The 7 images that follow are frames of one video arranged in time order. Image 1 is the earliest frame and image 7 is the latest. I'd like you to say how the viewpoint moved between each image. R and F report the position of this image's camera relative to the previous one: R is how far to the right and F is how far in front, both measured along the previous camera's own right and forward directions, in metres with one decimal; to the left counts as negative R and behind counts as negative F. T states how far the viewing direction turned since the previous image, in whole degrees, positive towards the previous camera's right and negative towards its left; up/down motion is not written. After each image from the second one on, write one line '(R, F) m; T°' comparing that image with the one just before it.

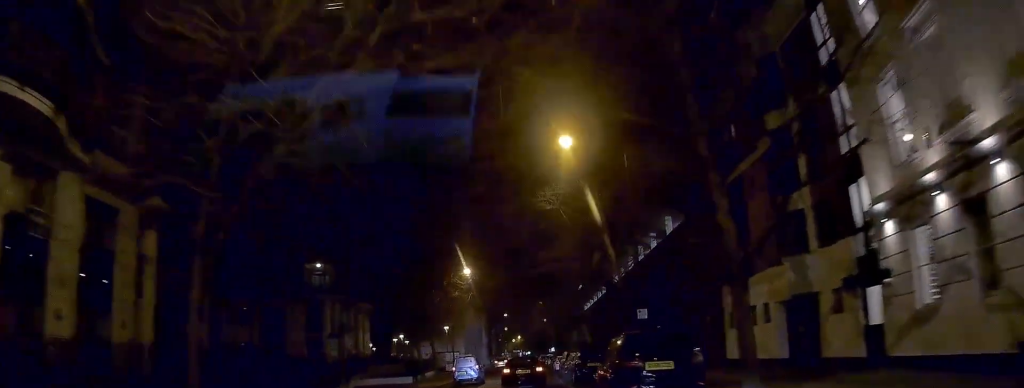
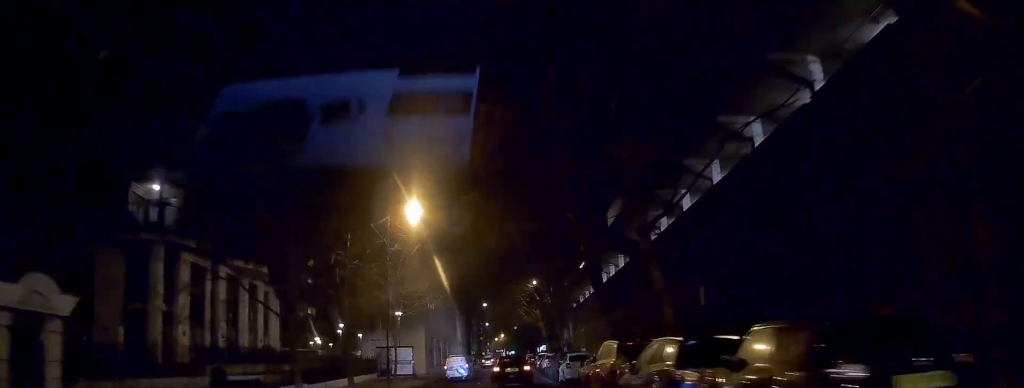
(-0.3, +23.2) m; -1°
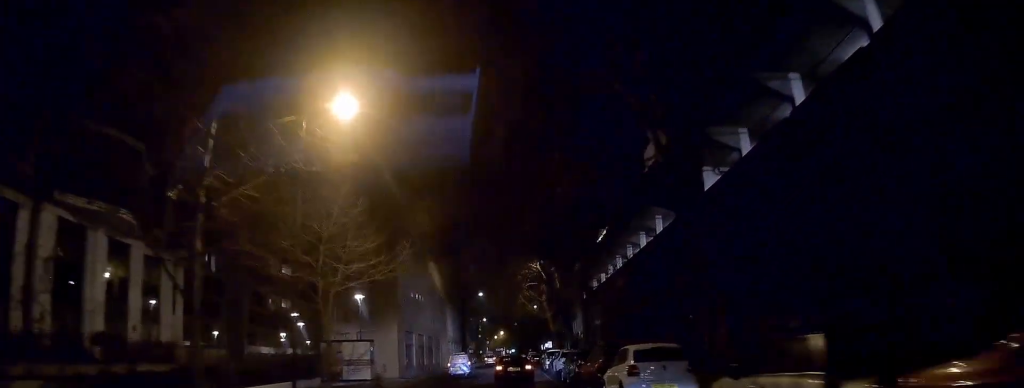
(+0.1, +14.9) m; +1°
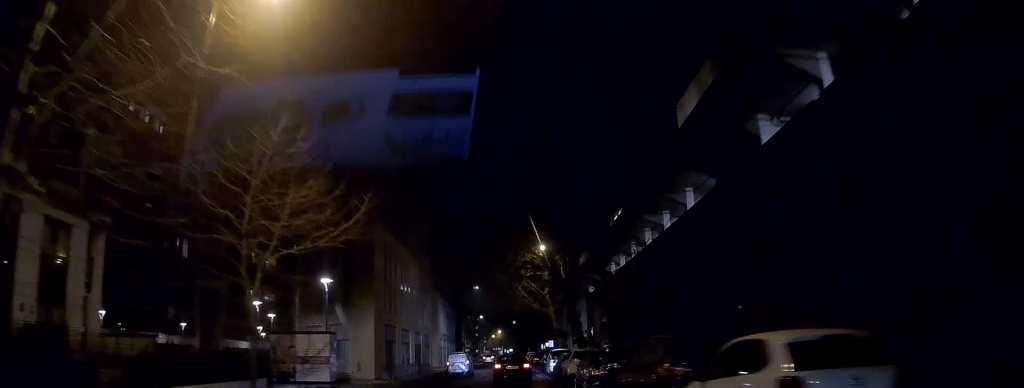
(+0.1, +7.5) m; 0°
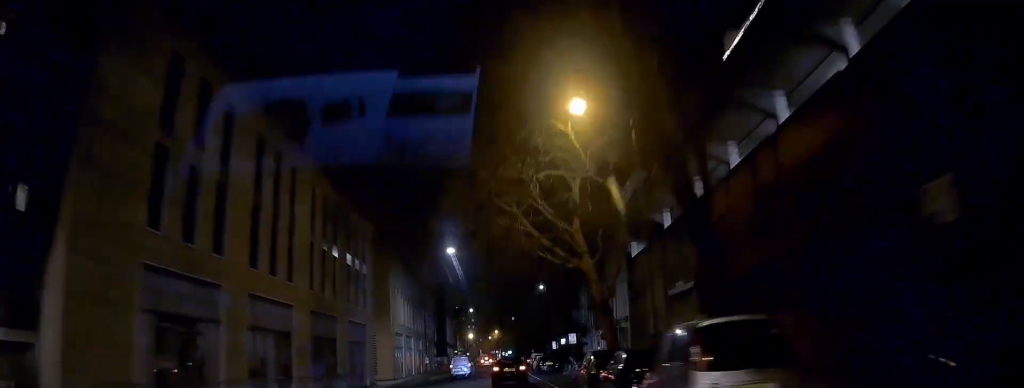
(+0.4, +29.6) m; +1°
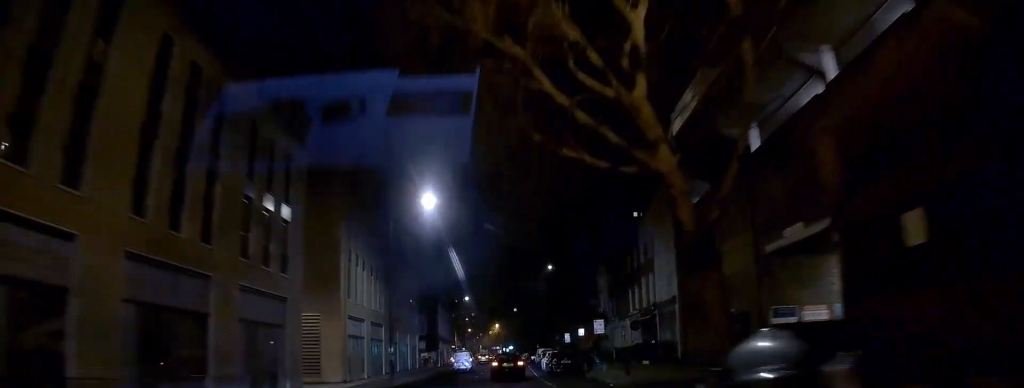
(-0.1, +14.7) m; -1°
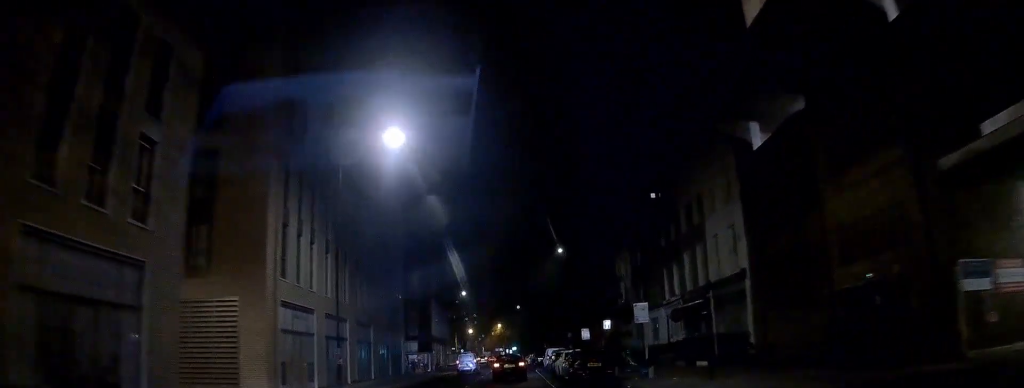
(-0.1, +10.9) m; 0°
